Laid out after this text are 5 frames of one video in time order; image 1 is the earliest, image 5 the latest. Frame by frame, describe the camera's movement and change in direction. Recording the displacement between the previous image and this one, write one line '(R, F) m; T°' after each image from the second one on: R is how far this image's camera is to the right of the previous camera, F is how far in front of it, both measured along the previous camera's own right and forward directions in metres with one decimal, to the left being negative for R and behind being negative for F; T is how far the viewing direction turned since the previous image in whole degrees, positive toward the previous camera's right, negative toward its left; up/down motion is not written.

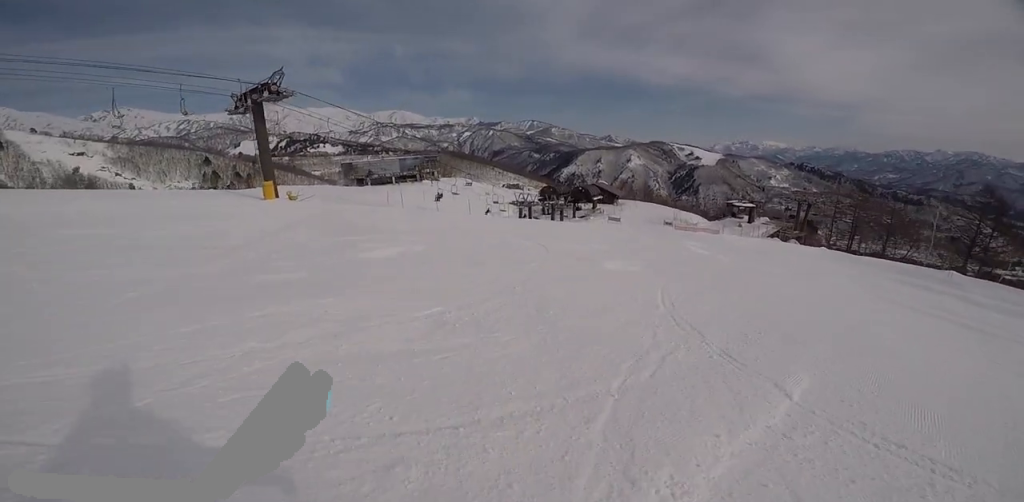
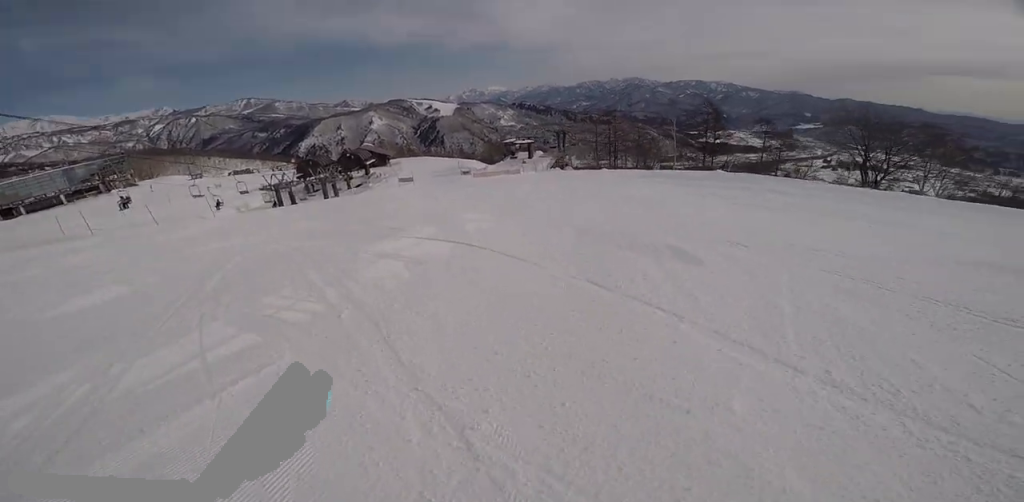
(+2.3, +6.9) m; +43°
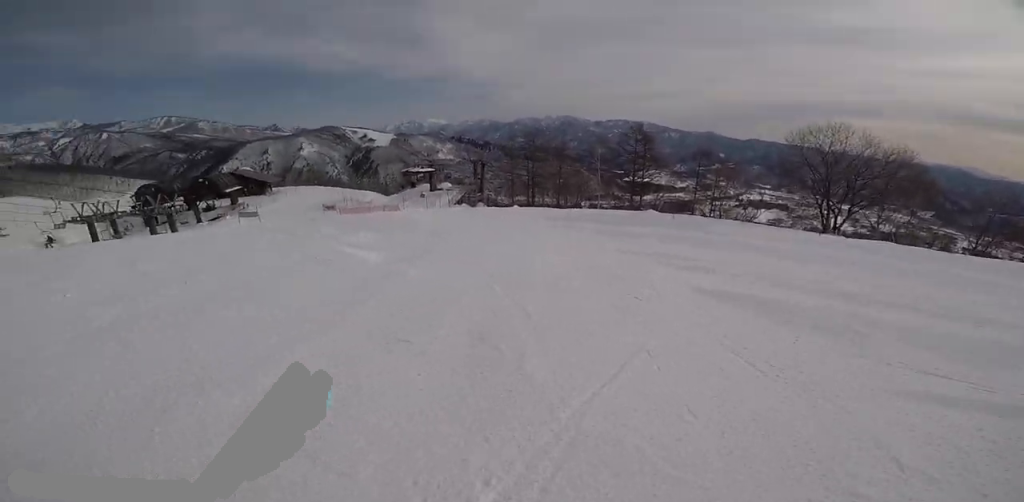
(+6.3, +11.1) m; +27°
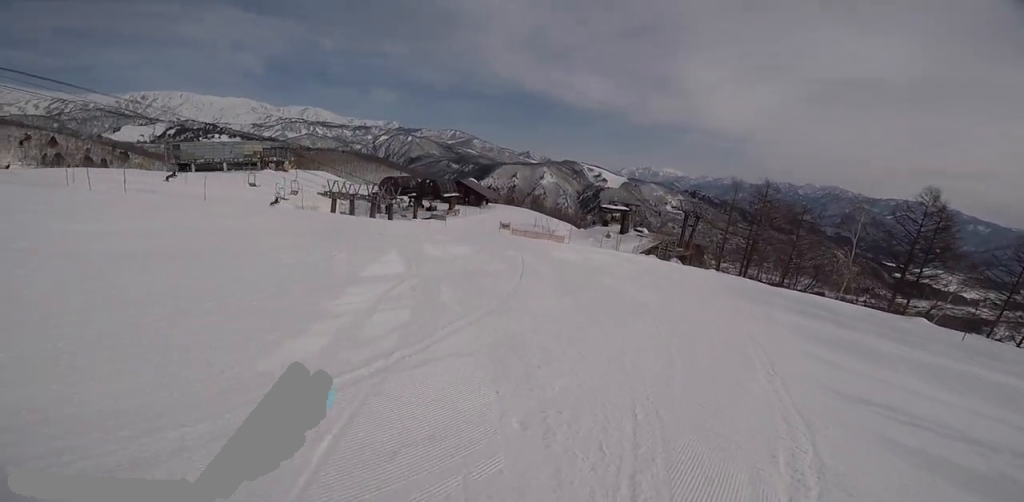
(-2.3, +6.0) m; -51°
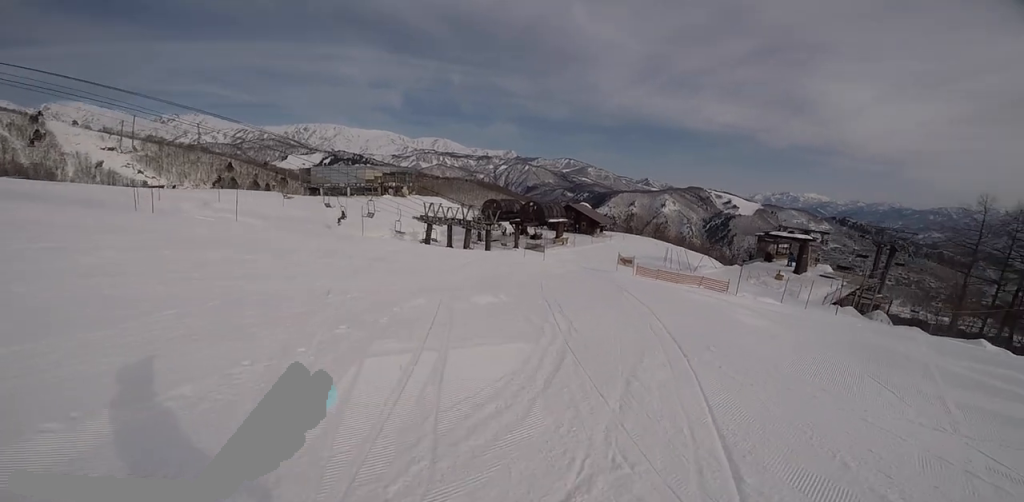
(-3.5, +10.0) m; -8°
